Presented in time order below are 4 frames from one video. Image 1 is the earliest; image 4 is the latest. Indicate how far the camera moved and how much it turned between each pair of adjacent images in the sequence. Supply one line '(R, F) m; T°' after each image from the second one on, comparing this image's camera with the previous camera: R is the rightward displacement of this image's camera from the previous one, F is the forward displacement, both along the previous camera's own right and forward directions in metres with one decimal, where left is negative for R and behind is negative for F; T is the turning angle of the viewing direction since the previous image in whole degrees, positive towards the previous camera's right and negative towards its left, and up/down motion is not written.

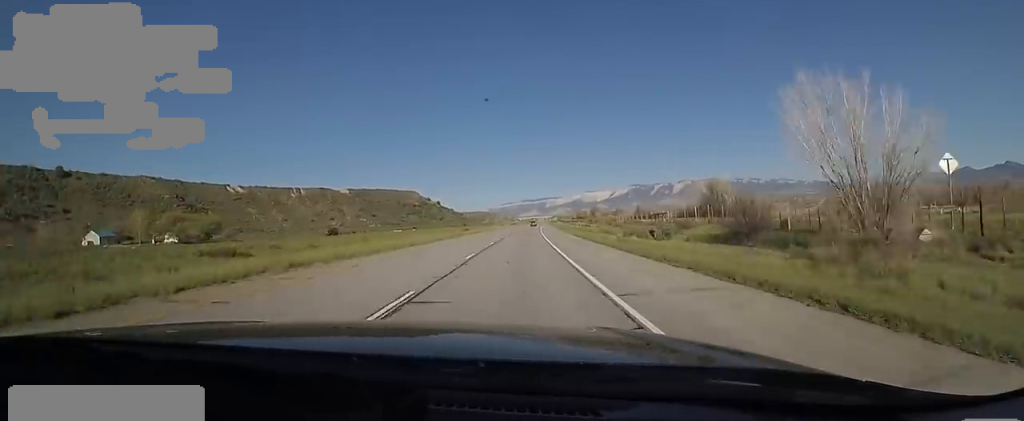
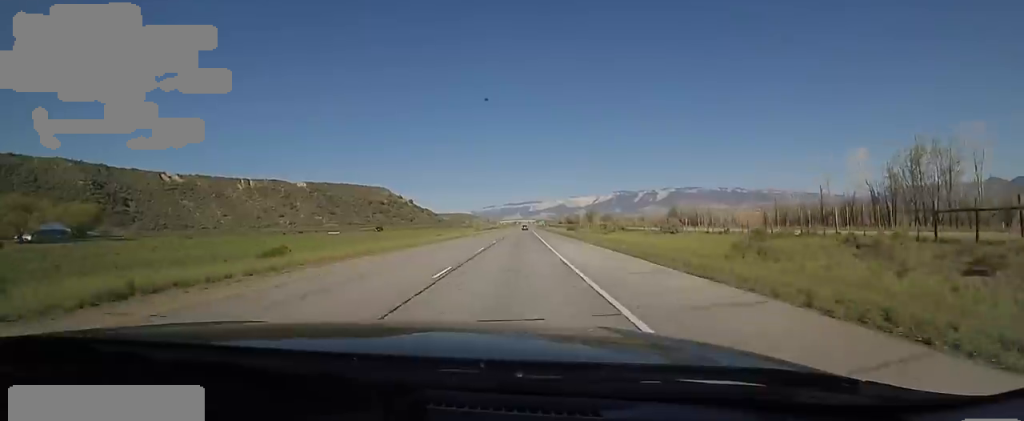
(+2.7, +67.1) m; +2°
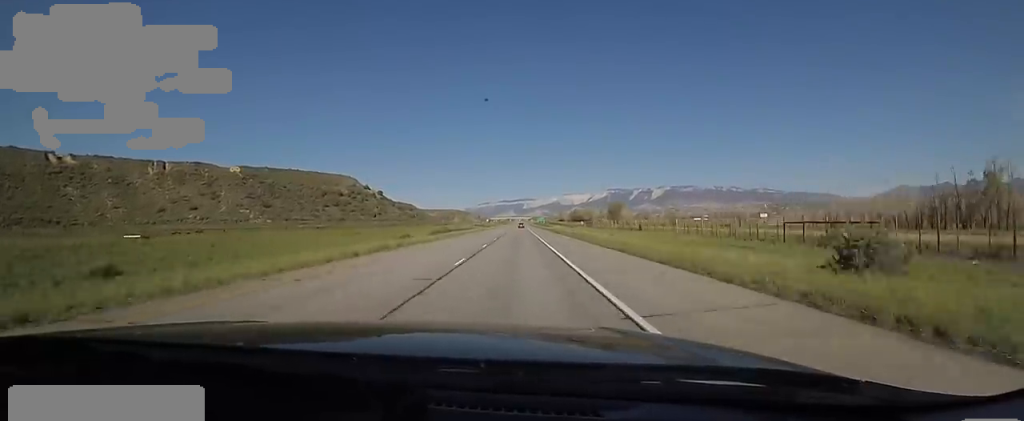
(0.0, +104.0) m; 0°
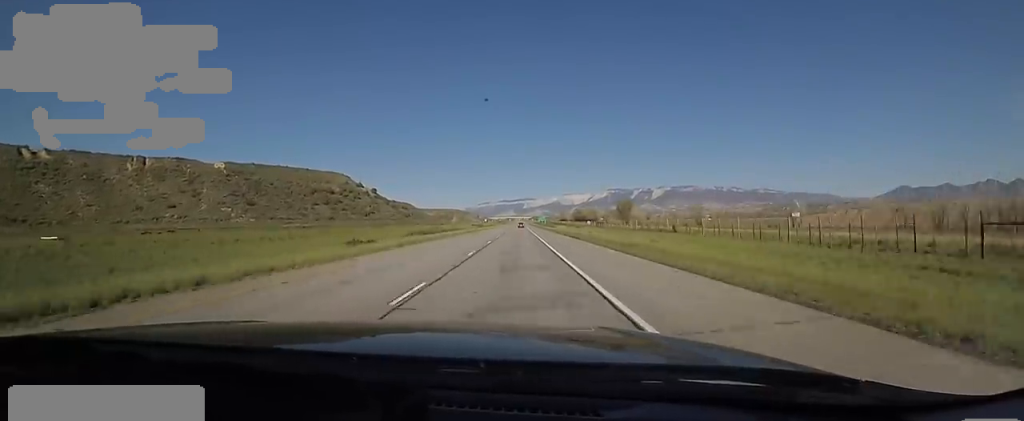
(0.0, +20.1) m; 0°
